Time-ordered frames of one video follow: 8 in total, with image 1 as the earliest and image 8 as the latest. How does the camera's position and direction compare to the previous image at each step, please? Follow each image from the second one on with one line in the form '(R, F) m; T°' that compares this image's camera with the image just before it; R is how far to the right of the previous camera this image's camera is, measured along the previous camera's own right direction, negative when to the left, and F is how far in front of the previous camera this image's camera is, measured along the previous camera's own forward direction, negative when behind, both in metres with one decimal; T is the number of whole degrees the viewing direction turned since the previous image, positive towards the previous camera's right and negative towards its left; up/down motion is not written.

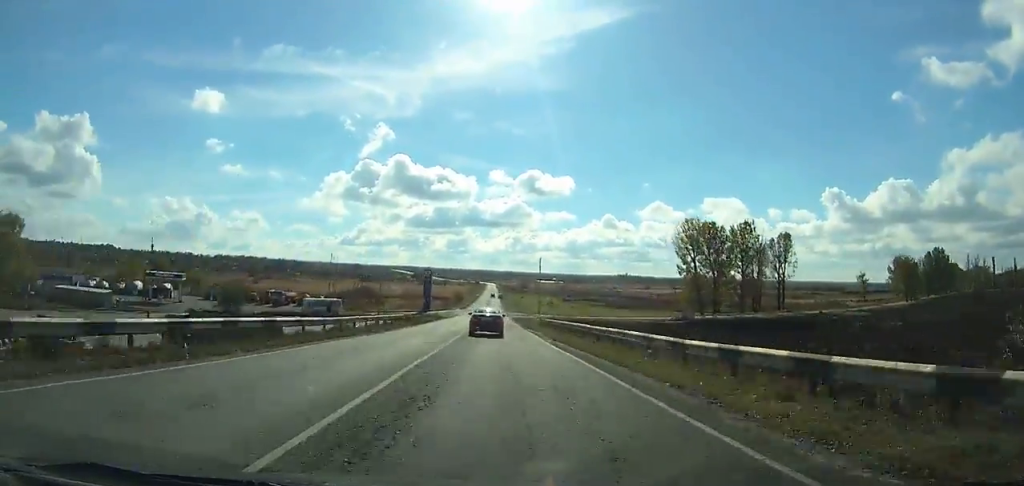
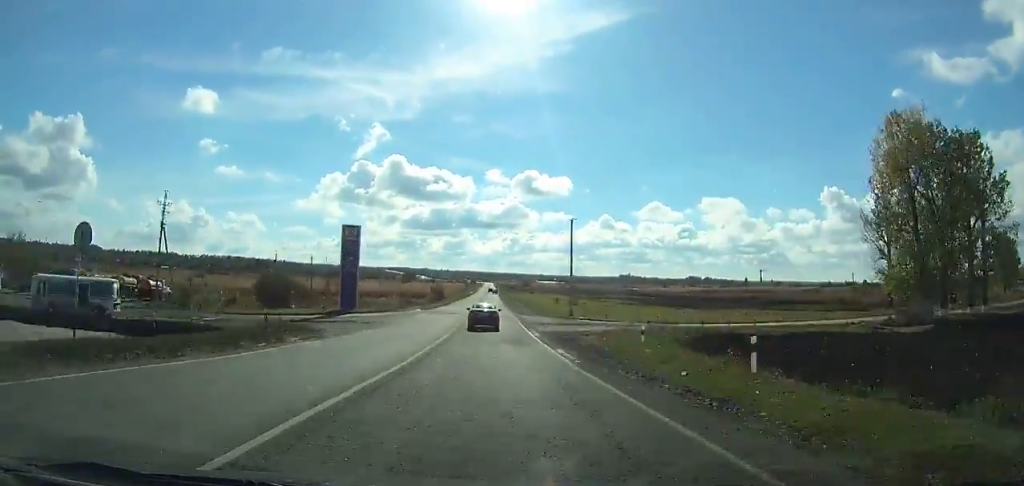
(+1.0, +57.7) m; +1°
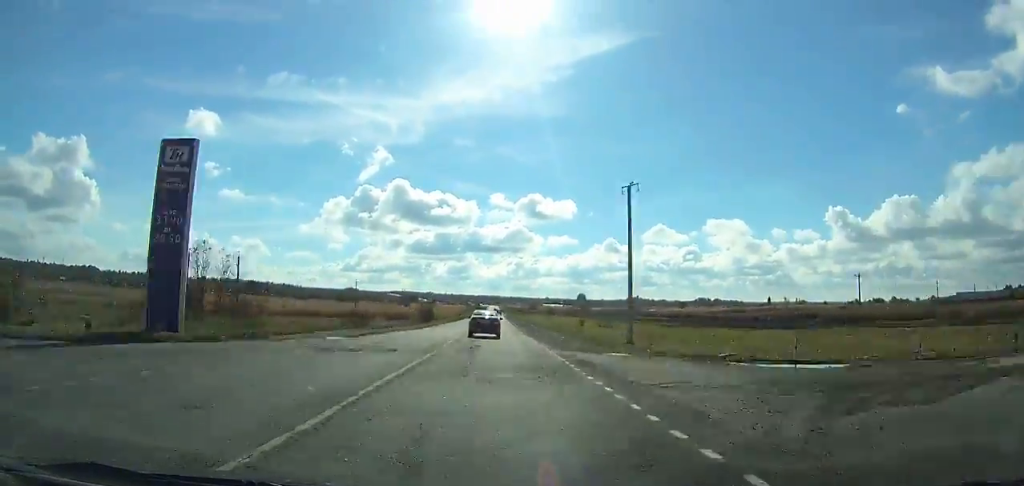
(+0.1, +30.8) m; 0°
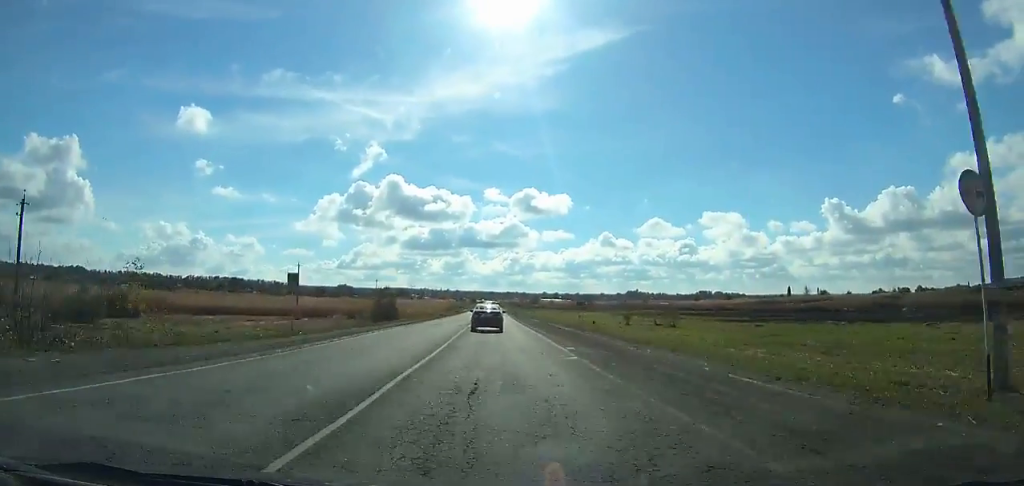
(0.0, +36.1) m; 0°
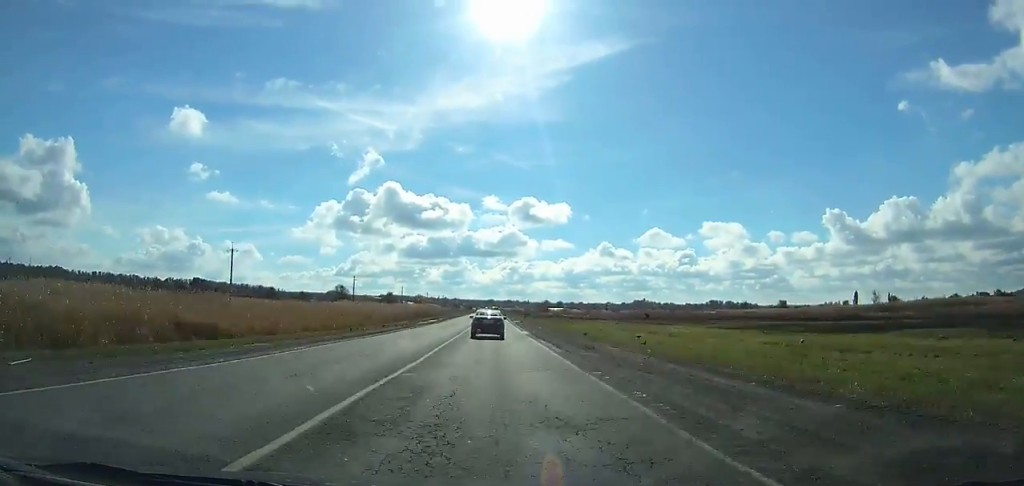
(0.0, +85.4) m; 0°
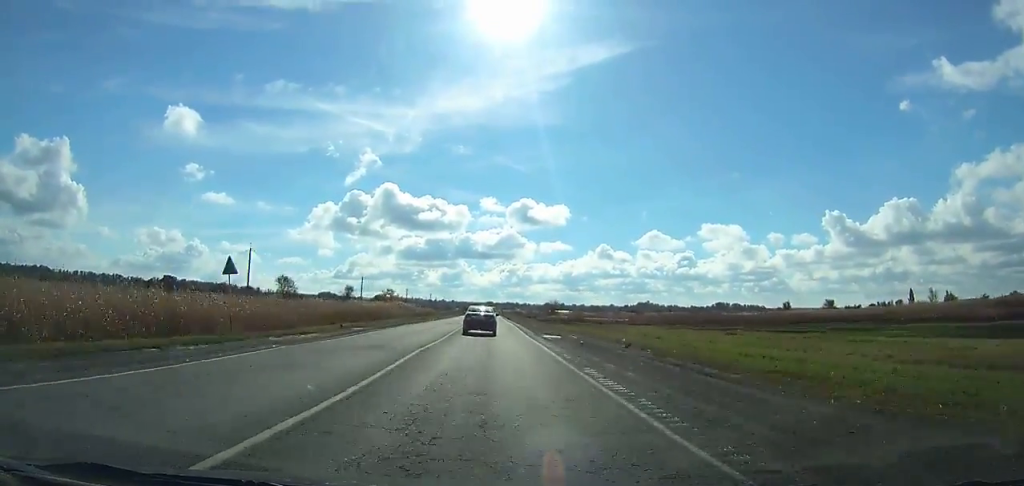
(+0.1, +56.6) m; 0°
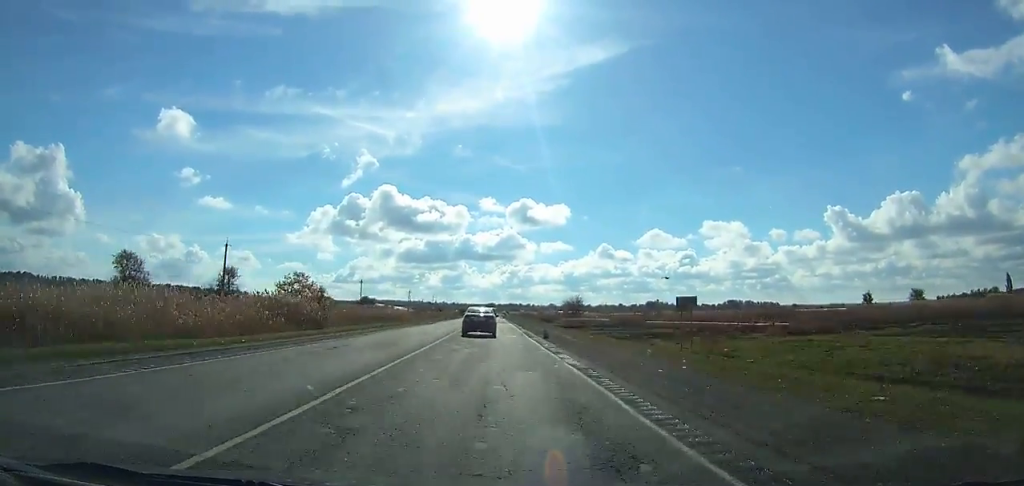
(0.0, +72.4) m; 0°
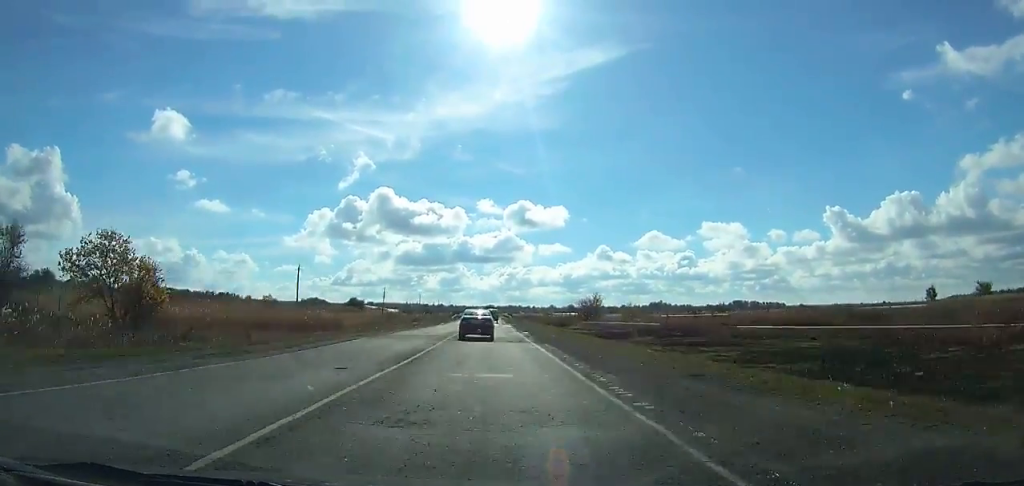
(+0.1, +43.6) m; 0°
